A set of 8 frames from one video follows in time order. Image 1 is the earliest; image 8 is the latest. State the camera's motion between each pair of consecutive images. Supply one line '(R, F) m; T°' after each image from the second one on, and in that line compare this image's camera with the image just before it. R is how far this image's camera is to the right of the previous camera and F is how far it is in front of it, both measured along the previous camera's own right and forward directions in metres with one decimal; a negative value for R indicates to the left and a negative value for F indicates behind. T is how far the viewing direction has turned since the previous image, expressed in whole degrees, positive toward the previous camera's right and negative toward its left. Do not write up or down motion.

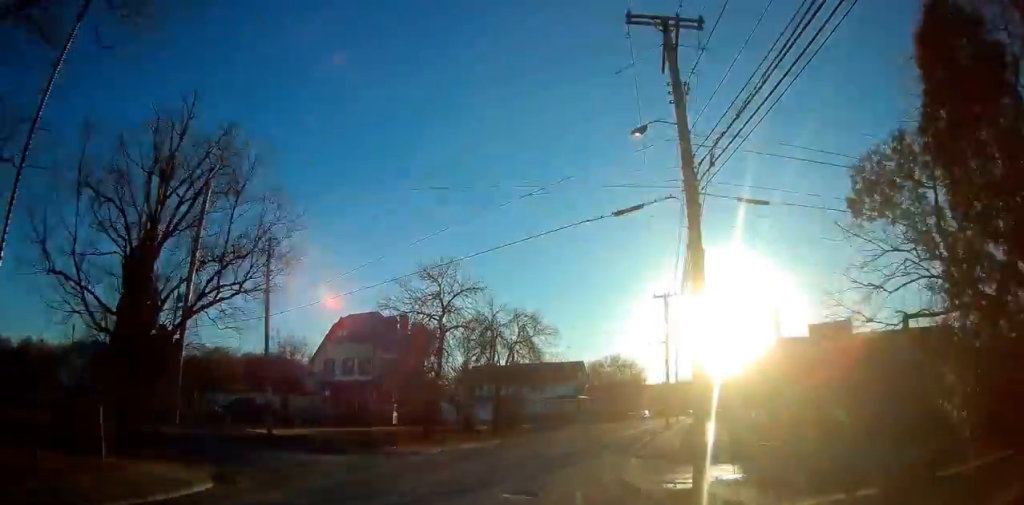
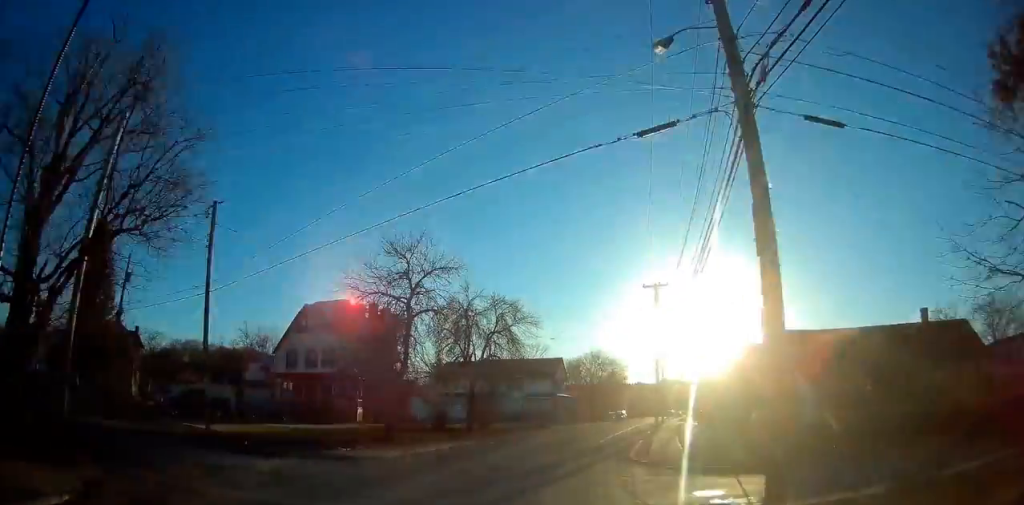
(0.0, +4.6) m; +1°
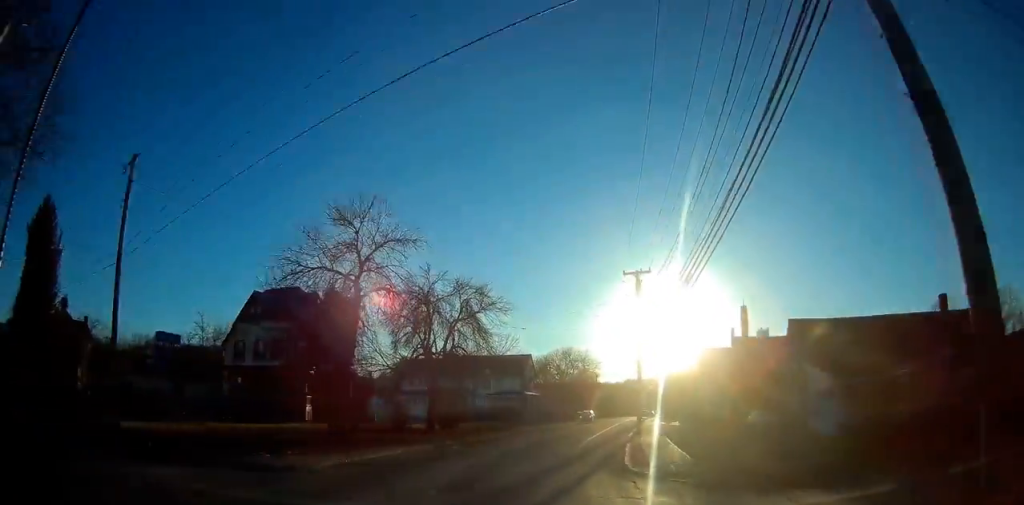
(-0.1, +5.1) m; +3°
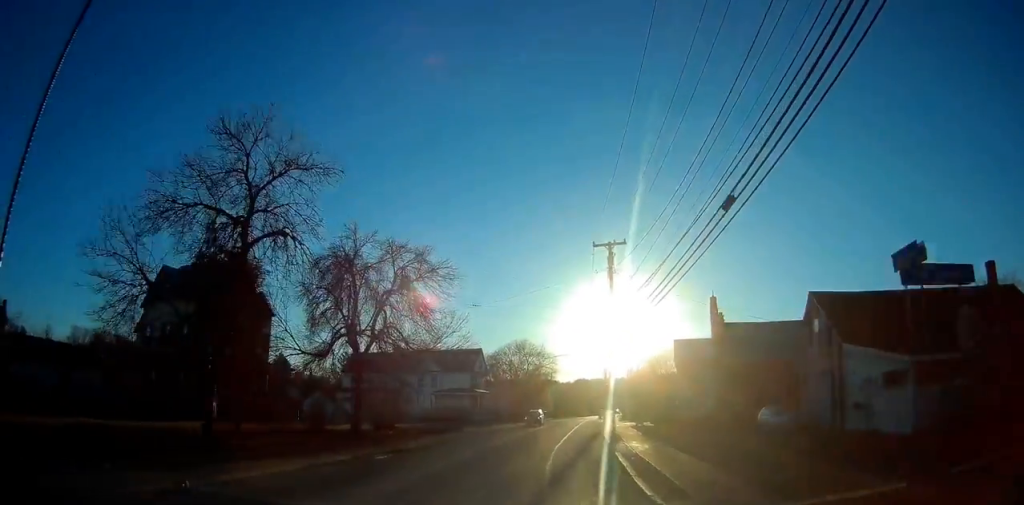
(+0.2, +8.2) m; +4°
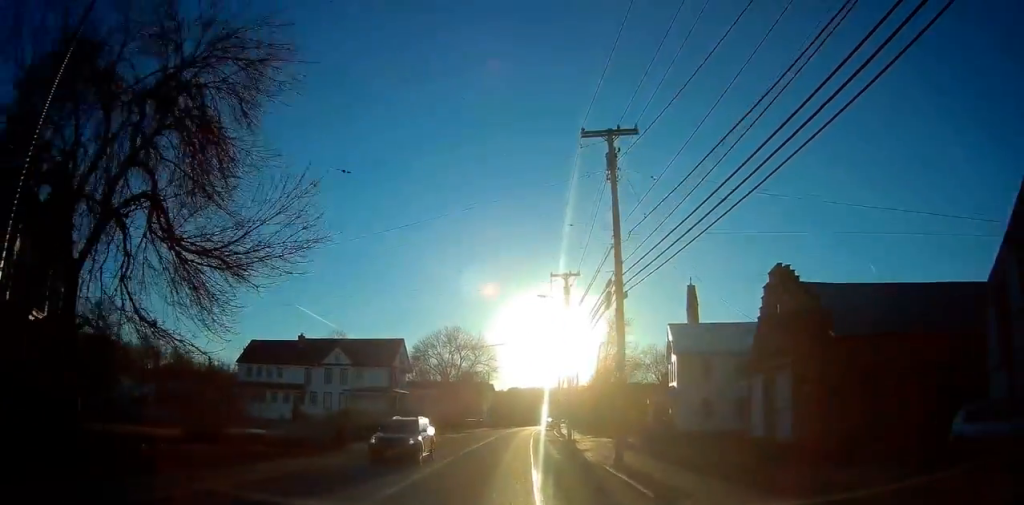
(+1.5, +18.4) m; +7°
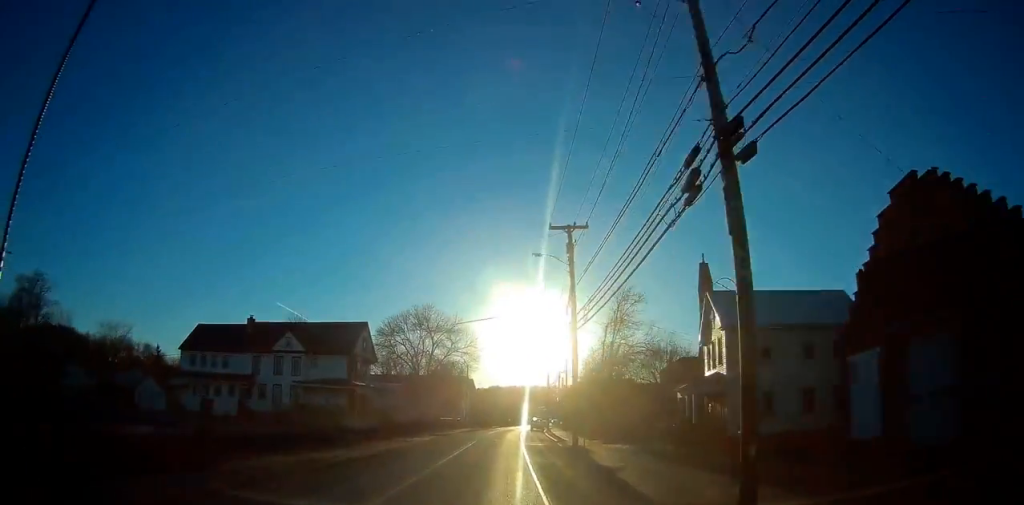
(+0.5, +11.7) m; +2°
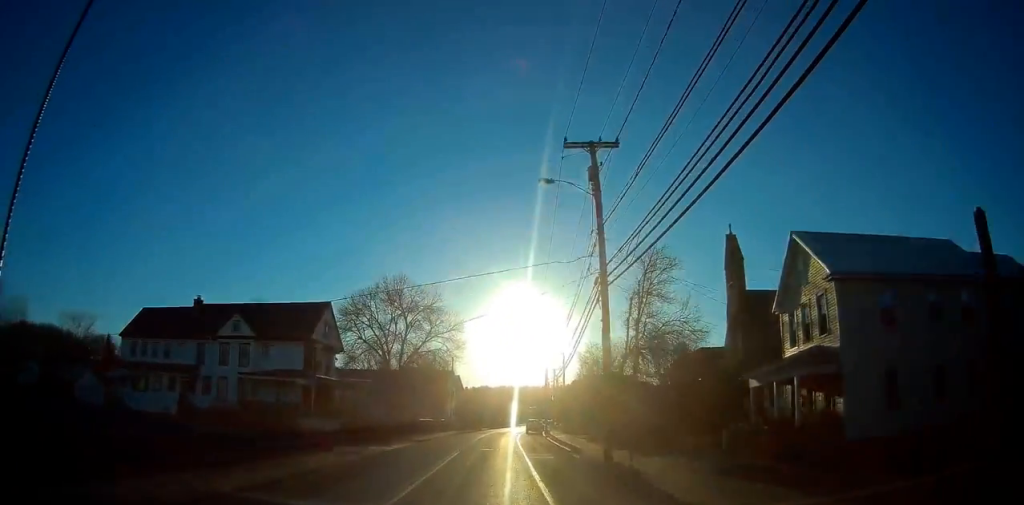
(-0.1, +11.3) m; +1°
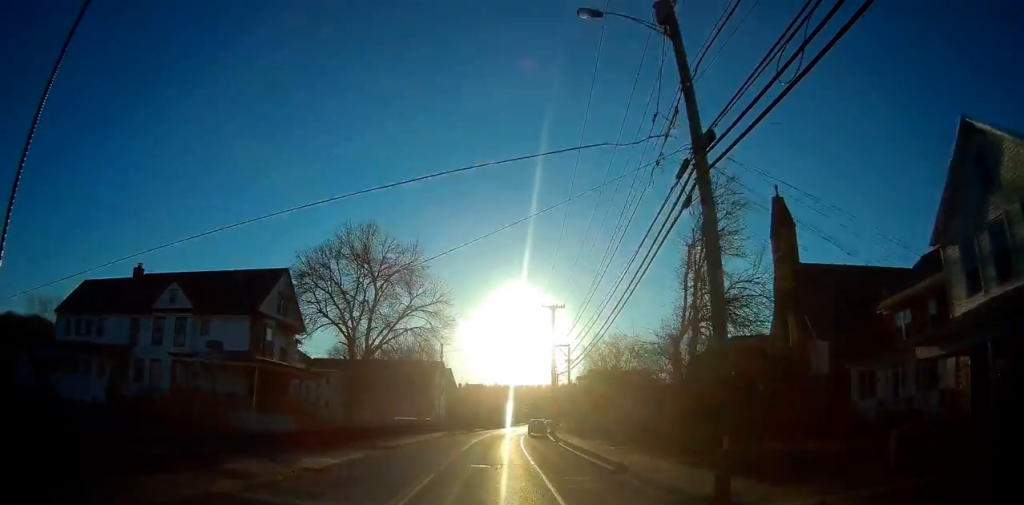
(+0.1, +11.2) m; +2°
